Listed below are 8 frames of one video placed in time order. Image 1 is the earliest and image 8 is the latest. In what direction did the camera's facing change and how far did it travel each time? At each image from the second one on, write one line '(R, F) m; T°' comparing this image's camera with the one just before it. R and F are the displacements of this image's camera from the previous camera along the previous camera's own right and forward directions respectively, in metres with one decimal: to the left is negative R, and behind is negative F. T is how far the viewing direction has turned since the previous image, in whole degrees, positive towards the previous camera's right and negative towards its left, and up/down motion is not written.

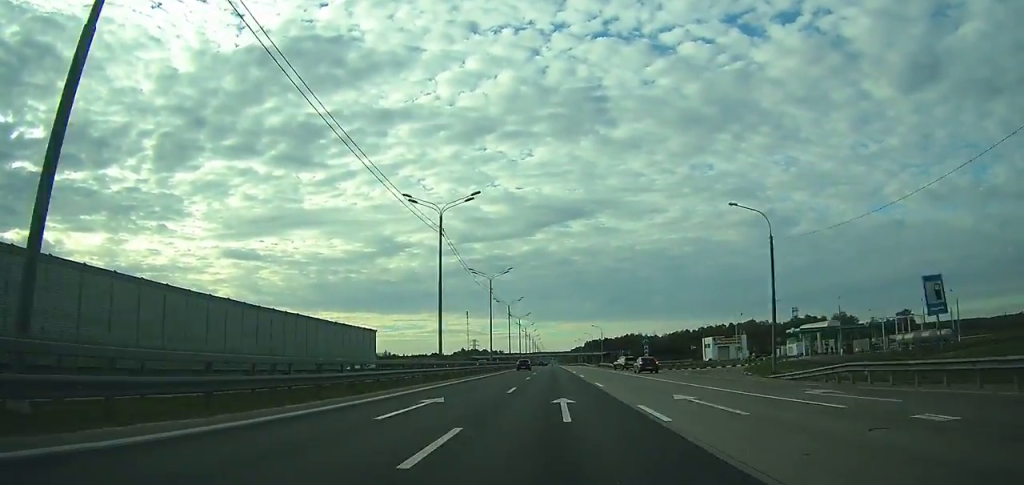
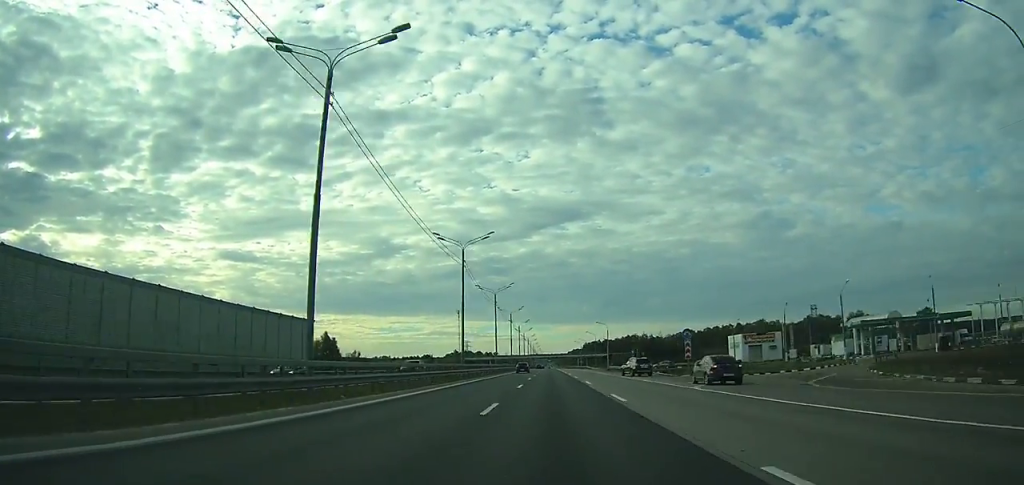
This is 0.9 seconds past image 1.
(0.0, +23.9) m; 0°
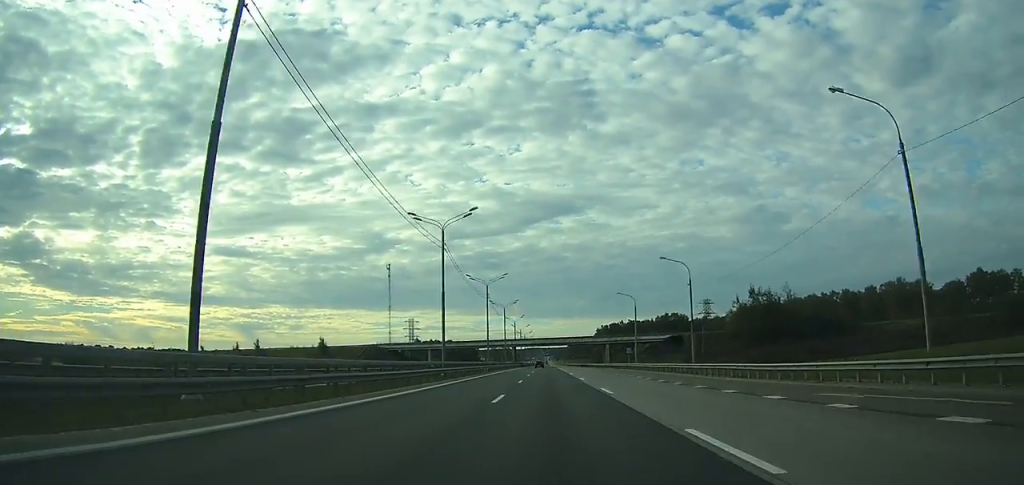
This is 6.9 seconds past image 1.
(+0.7, +155.1) m; +1°
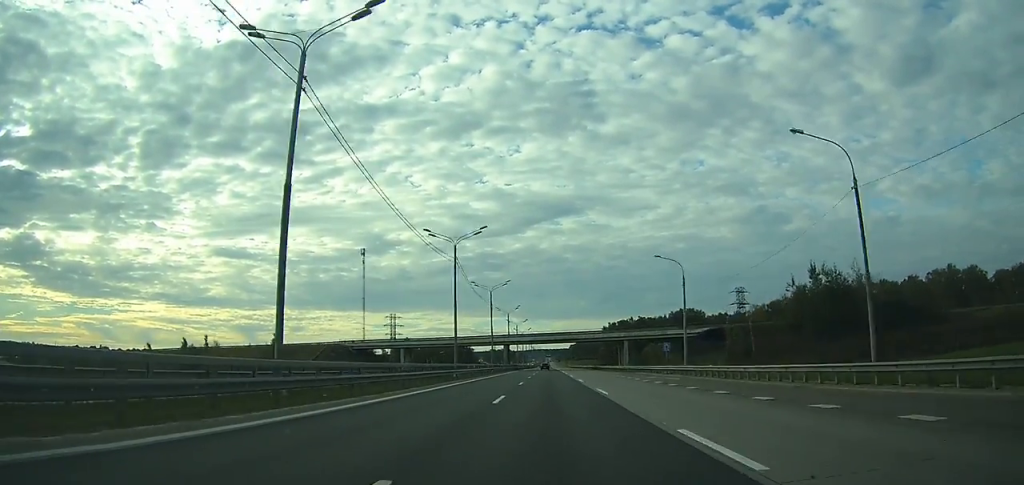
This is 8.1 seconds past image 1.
(+0.2, +32.5) m; 0°
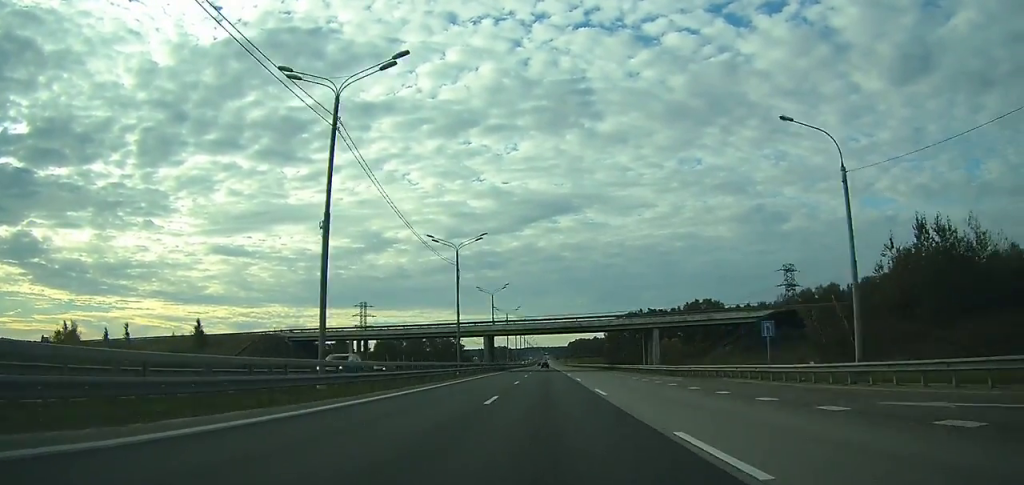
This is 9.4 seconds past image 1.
(+0.1, +33.5) m; 0°
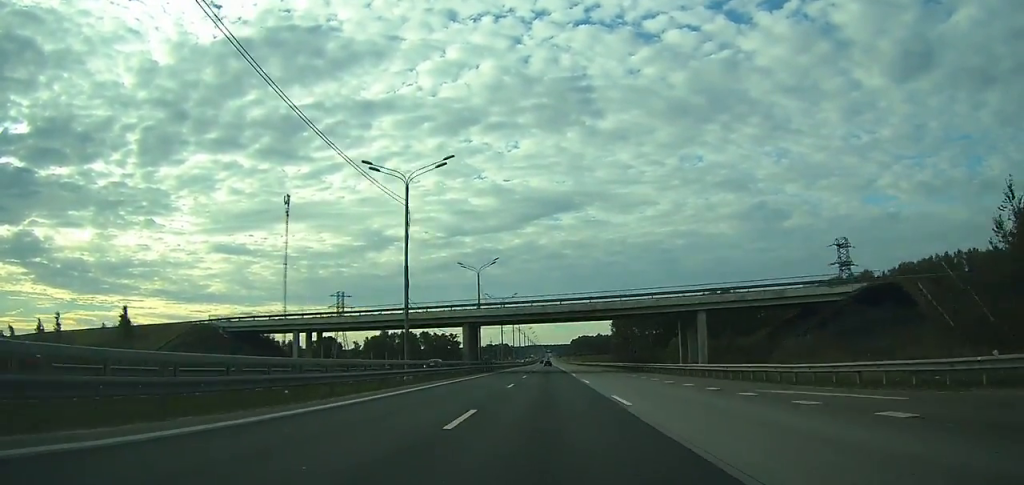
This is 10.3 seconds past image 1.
(0.0, +22.7) m; 0°
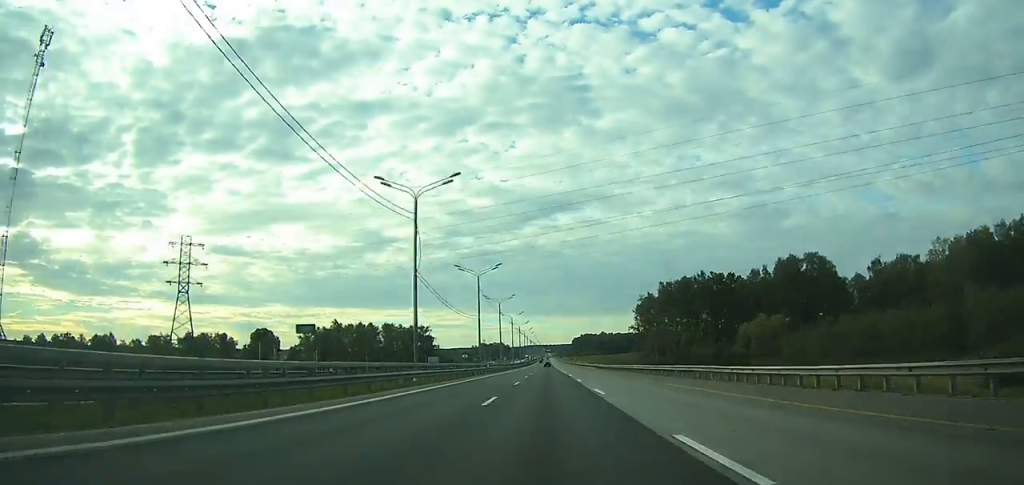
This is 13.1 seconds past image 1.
(0.0, +71.2) m; 0°
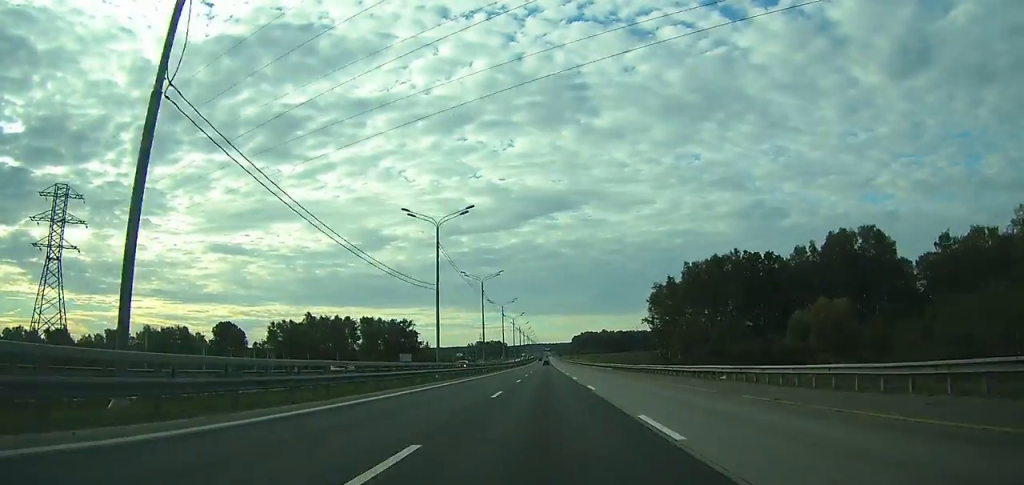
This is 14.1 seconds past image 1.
(0.0, +27.2) m; 0°
